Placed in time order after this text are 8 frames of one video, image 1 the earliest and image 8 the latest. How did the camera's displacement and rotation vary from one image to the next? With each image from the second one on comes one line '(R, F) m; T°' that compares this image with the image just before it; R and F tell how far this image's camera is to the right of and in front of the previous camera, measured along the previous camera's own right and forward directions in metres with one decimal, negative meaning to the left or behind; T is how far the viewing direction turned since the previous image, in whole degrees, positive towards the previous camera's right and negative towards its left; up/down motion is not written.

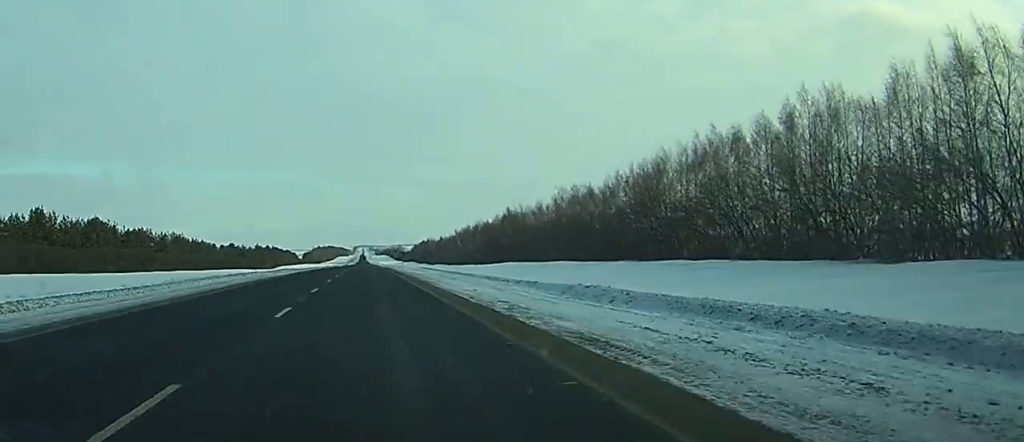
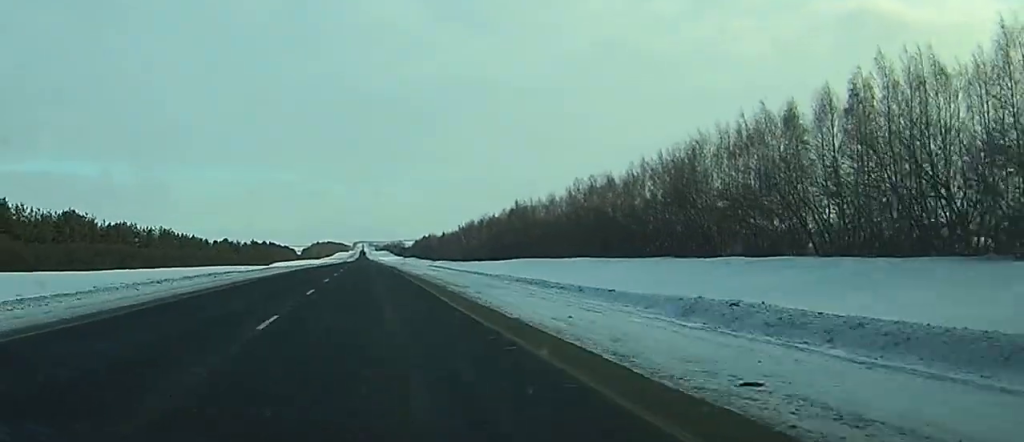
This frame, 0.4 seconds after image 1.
(0.0, +14.8) m; 0°
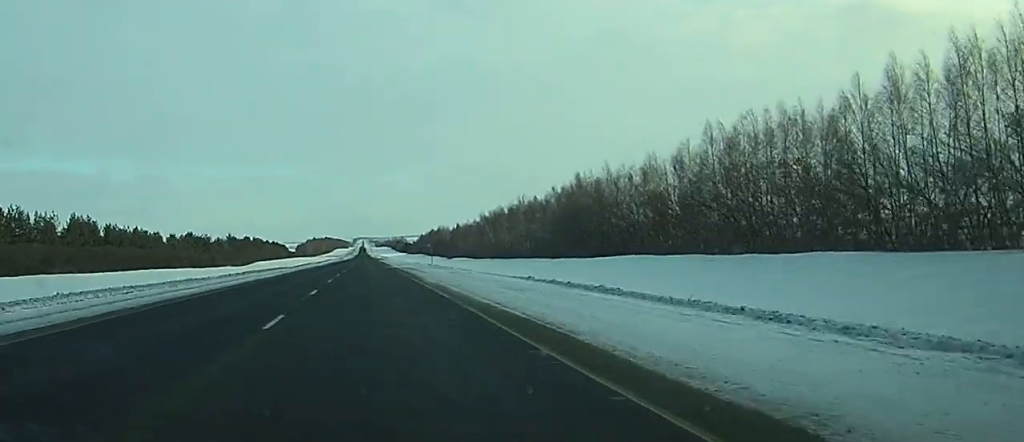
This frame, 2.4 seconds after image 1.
(-0.1, +72.2) m; 0°
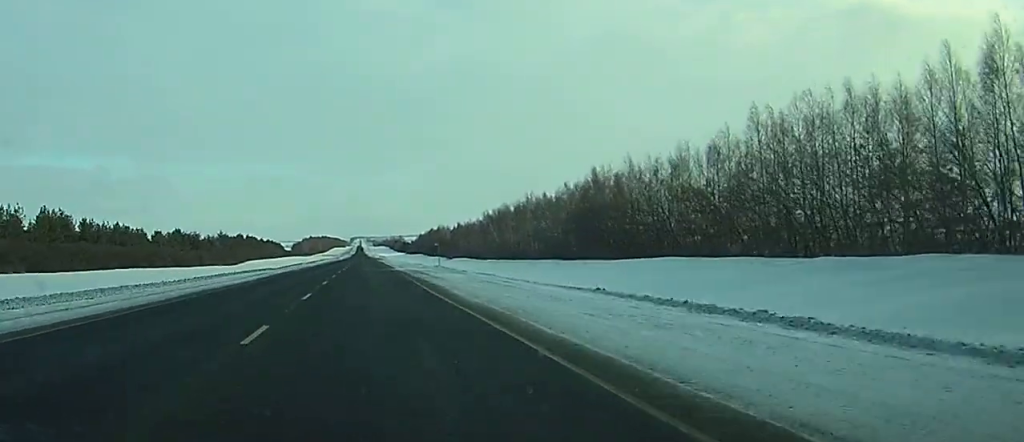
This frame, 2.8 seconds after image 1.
(0.0, +14.6) m; 0°
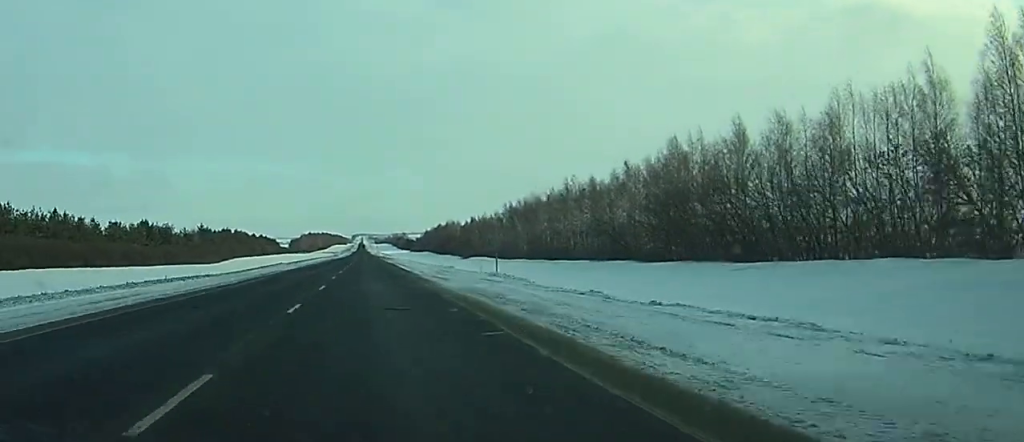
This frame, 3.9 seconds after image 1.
(+0.3, +42.3) m; +1°
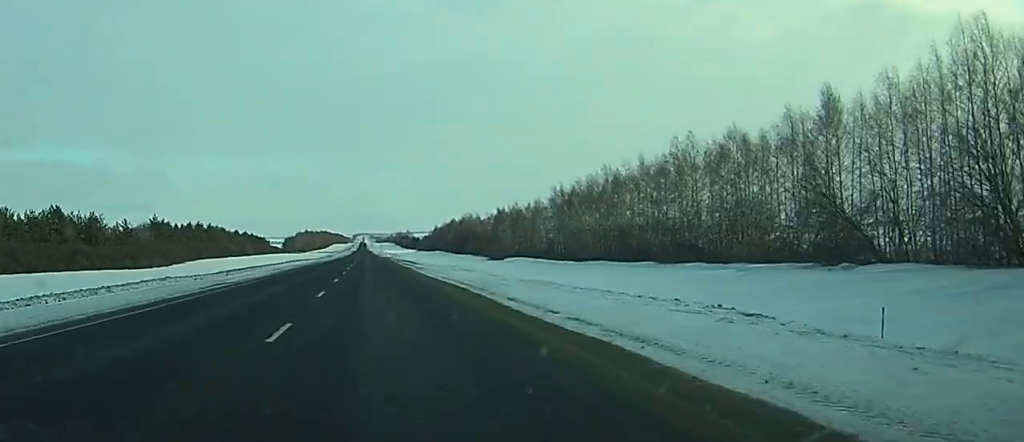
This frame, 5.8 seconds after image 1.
(+0.3, +66.3) m; 0°
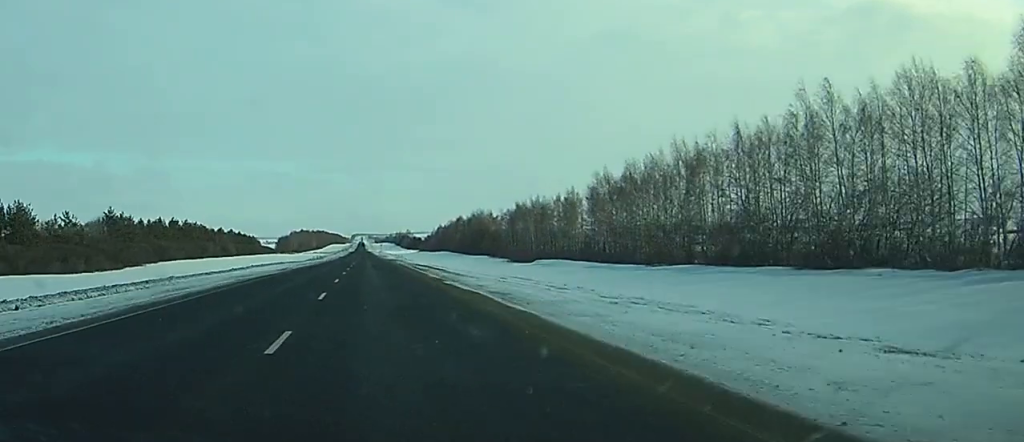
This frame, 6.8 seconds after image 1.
(-0.2, +37.2) m; 0°
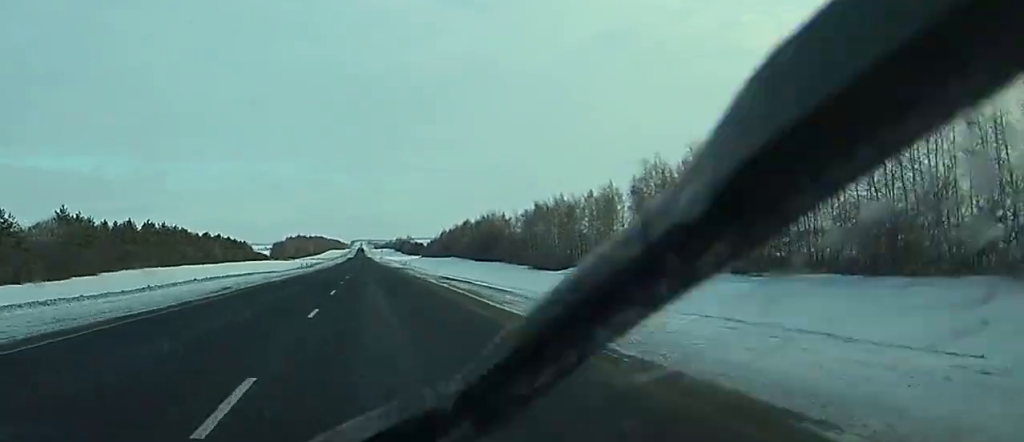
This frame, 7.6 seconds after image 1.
(-0.1, +28.8) m; 0°
